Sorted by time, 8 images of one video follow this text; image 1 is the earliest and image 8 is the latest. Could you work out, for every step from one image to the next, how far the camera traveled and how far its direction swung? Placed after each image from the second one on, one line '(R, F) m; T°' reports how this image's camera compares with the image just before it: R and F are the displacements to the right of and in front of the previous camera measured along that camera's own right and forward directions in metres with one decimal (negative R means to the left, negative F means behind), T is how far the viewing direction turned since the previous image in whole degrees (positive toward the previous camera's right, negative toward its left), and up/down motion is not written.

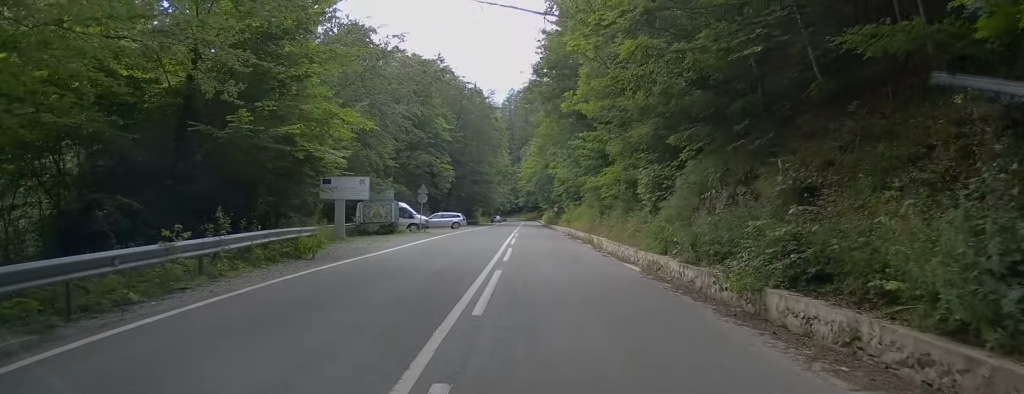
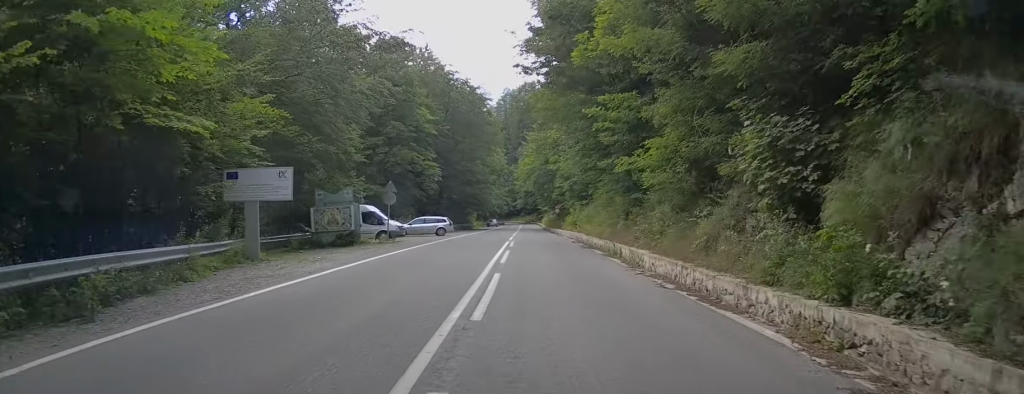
(0.0, +9.0) m; +1°
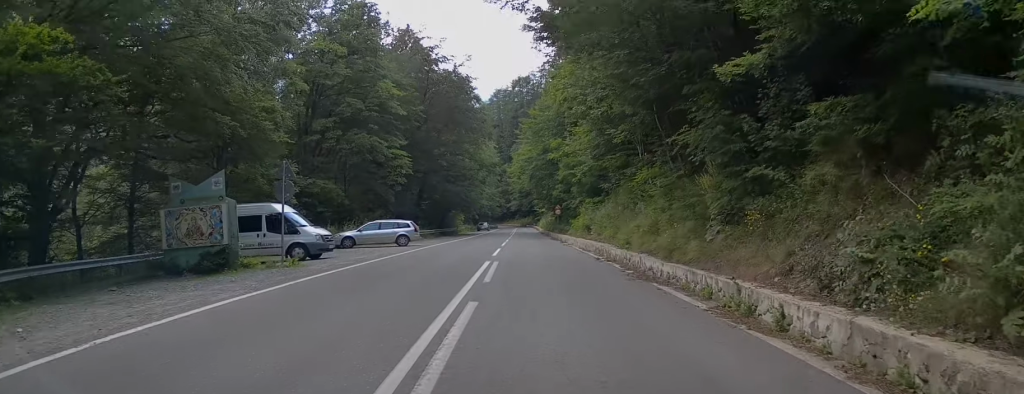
(+0.3, +12.9) m; +1°
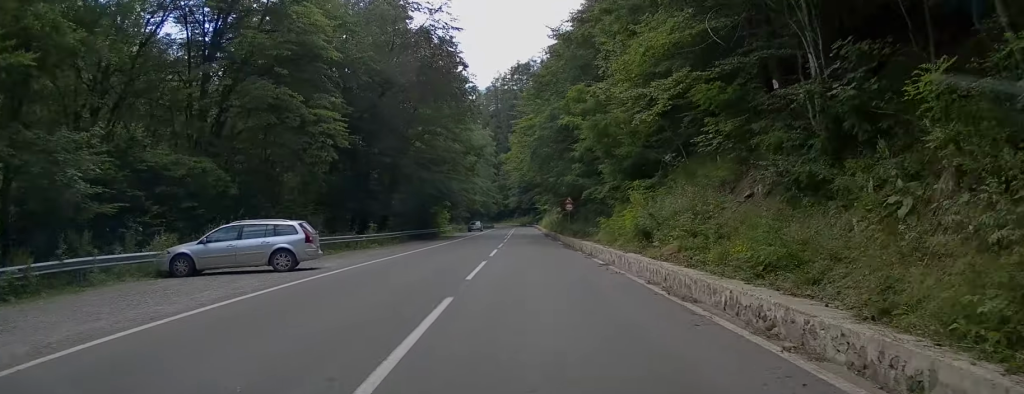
(-0.3, +16.4) m; -2°
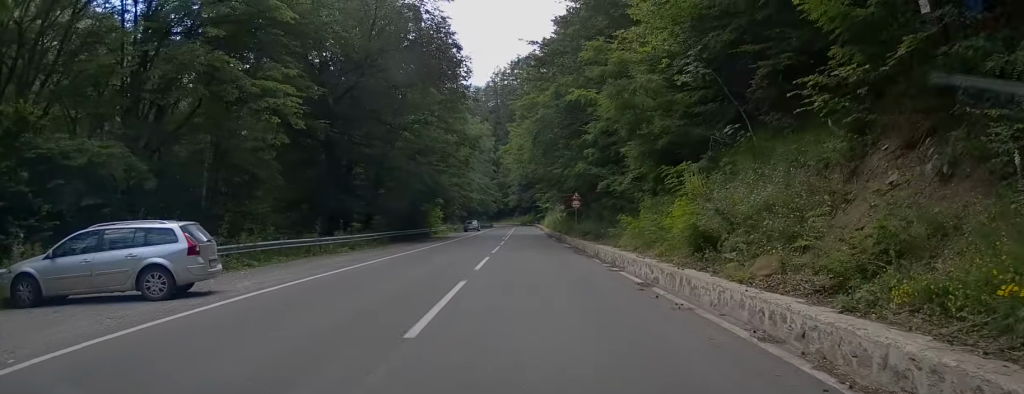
(-0.1, +5.9) m; -1°
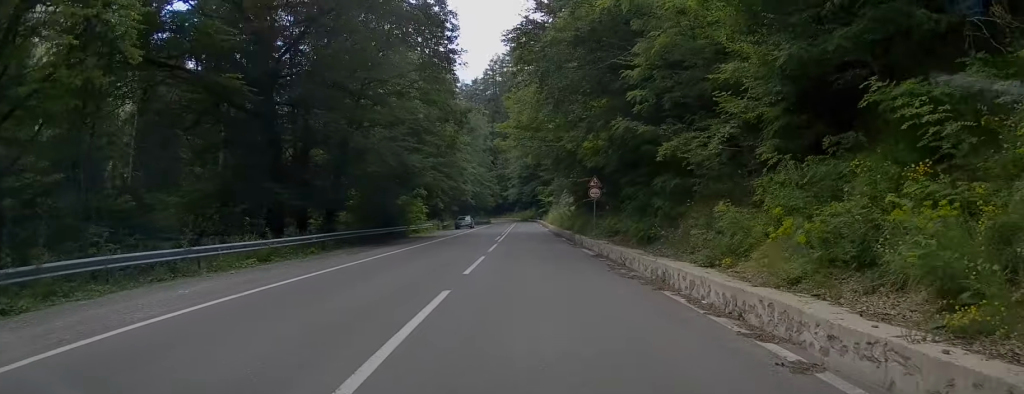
(+0.1, +10.7) m; 0°
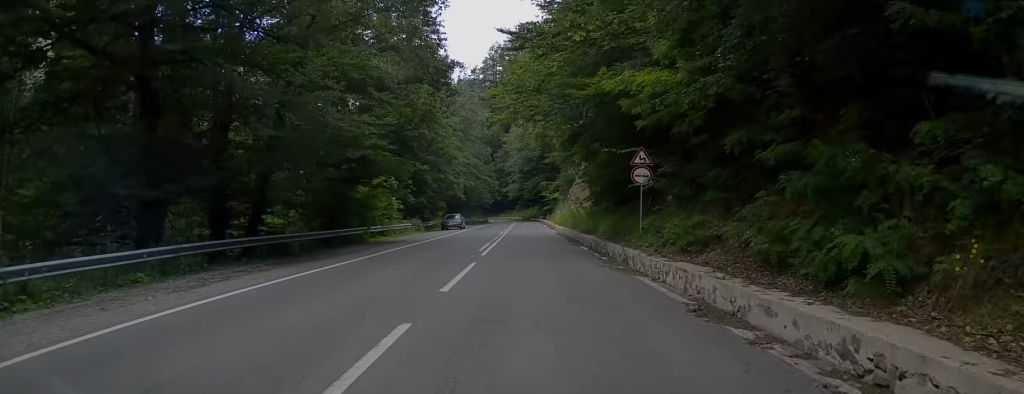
(-0.1, +12.4) m; 0°
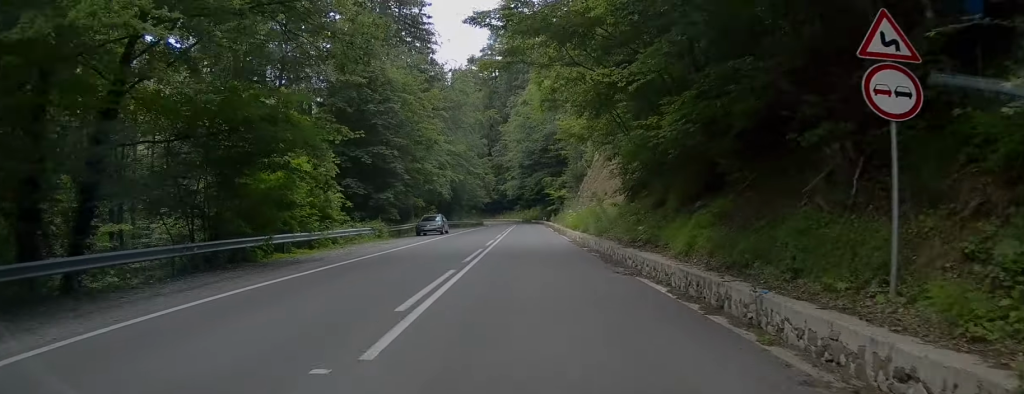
(-0.1, +13.8) m; -1°
